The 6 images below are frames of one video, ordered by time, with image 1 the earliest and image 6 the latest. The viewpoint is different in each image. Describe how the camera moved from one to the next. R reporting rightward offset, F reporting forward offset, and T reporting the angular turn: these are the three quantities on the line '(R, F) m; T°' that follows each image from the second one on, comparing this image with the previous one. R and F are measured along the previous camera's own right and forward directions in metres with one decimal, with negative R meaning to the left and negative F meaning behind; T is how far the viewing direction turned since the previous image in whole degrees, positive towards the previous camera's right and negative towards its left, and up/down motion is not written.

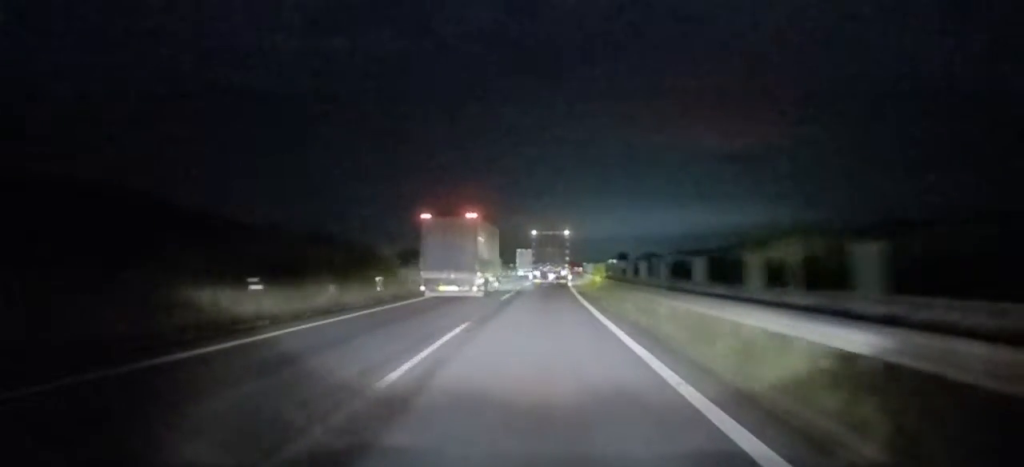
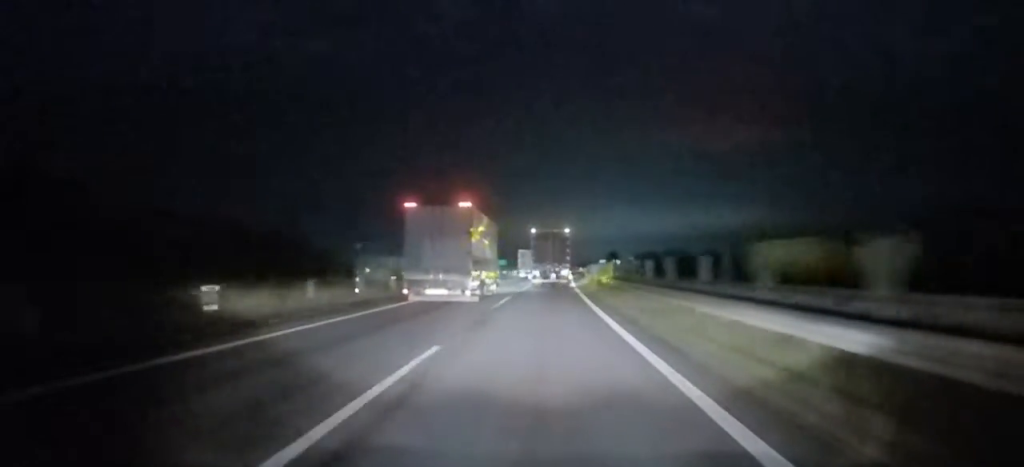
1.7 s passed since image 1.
(+0.3, +43.9) m; +1°
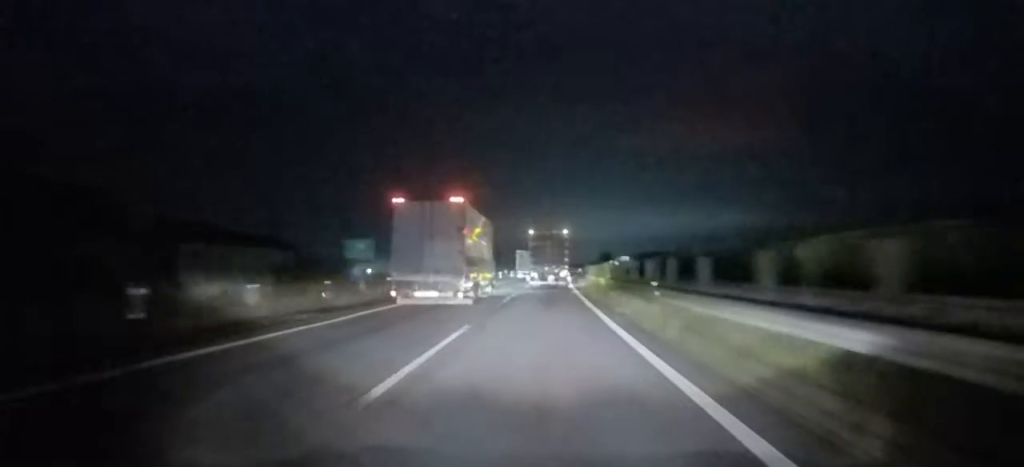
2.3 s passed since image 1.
(0.0, +15.6) m; 0°
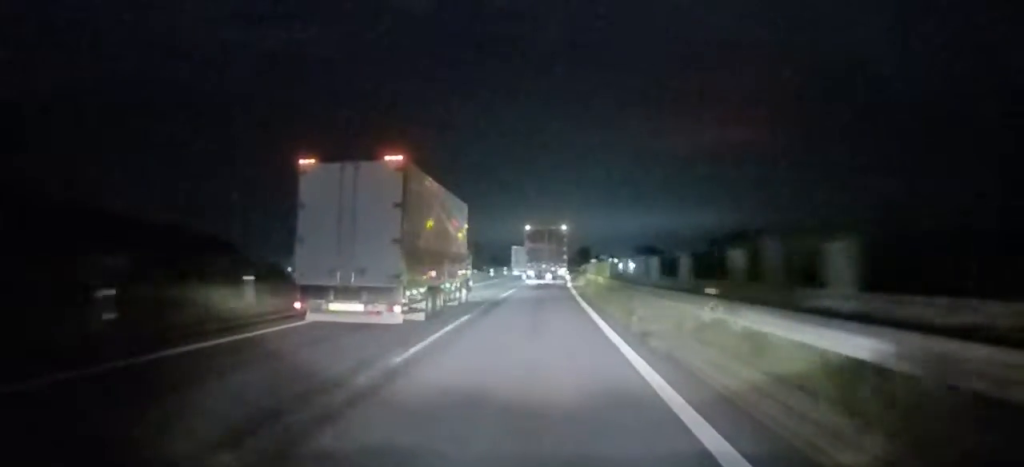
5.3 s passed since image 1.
(+1.2, +78.2) m; +2°
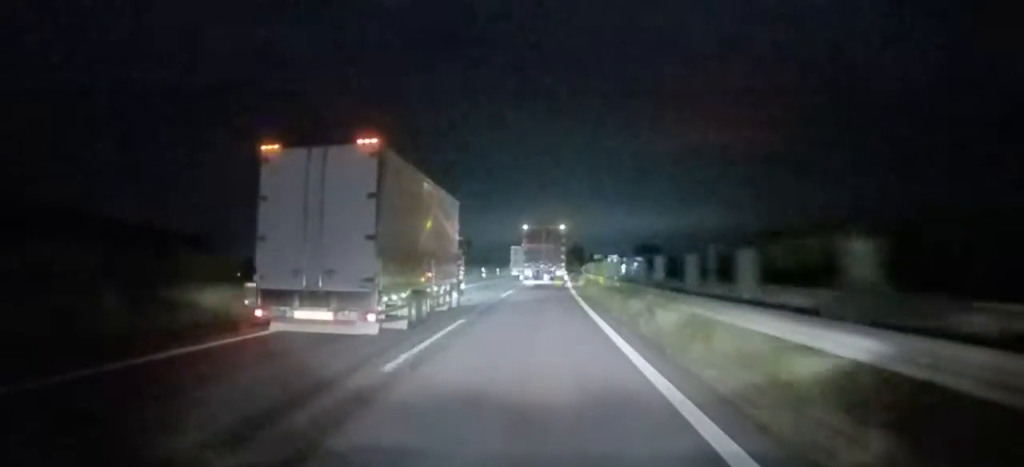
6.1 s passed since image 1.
(0.0, +21.1) m; +1°
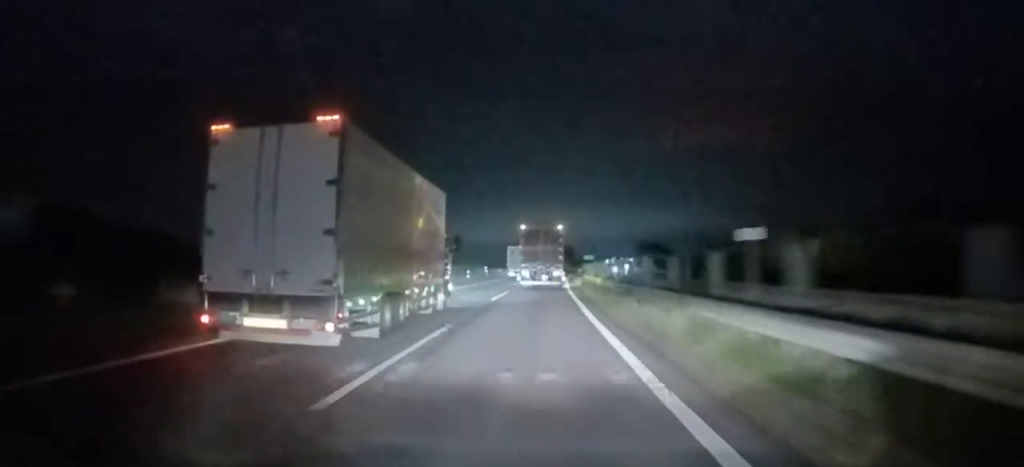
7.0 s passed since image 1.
(+0.2, +22.4) m; +1°
